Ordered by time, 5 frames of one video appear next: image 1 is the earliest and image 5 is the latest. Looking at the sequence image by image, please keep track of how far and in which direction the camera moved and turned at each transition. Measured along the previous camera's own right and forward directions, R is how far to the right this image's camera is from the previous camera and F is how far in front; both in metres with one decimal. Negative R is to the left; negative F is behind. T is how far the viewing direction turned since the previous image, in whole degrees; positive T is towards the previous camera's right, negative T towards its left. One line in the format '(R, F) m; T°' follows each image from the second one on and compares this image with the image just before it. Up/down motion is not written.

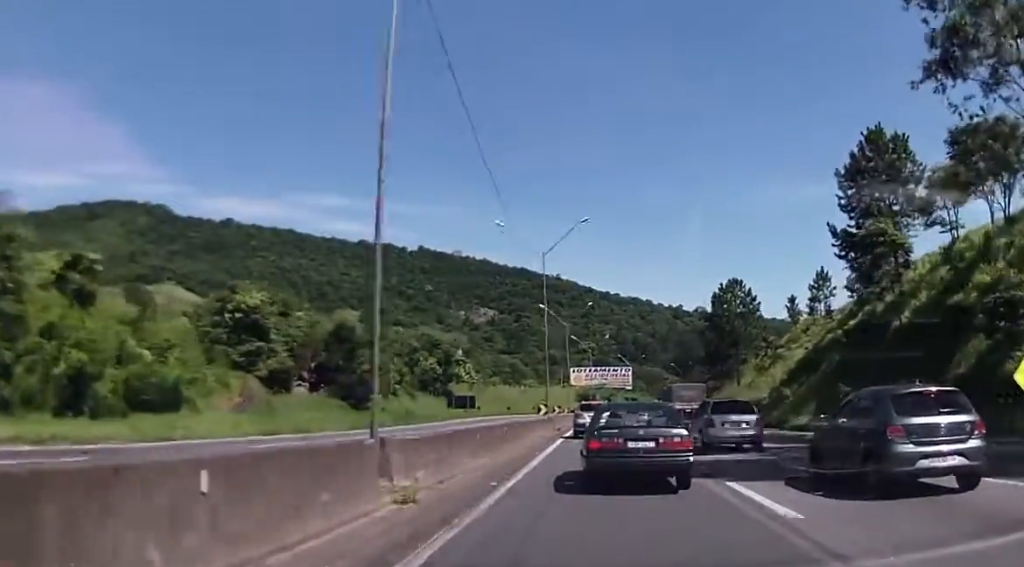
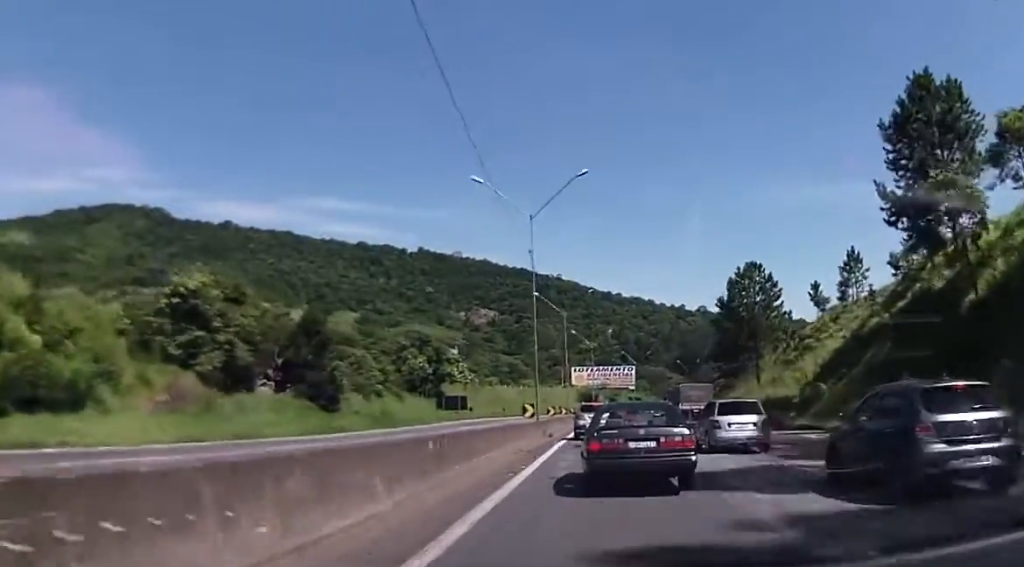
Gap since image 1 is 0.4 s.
(+0.1, +9.3) m; 0°
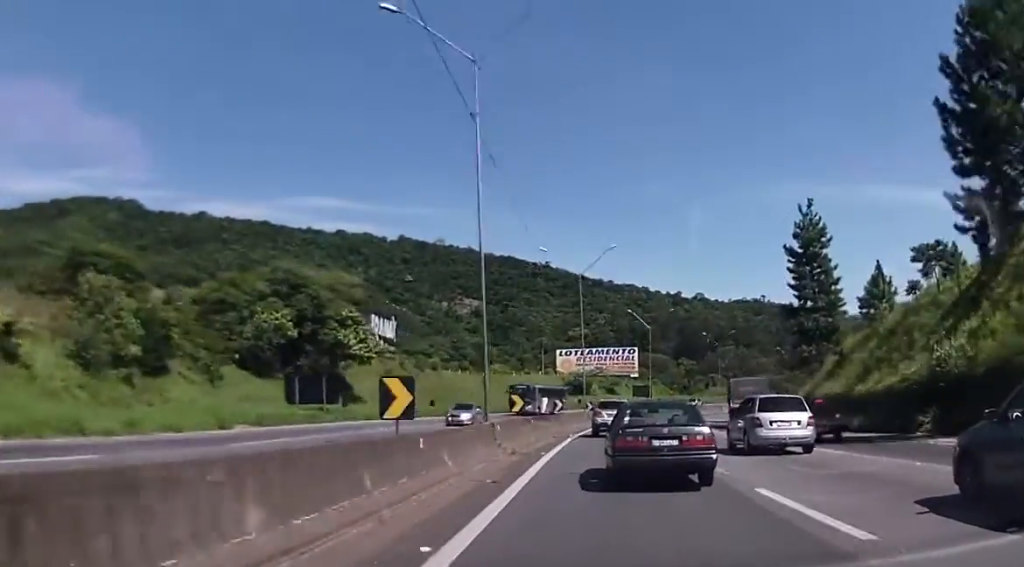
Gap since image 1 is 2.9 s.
(+0.3, +52.5) m; 0°
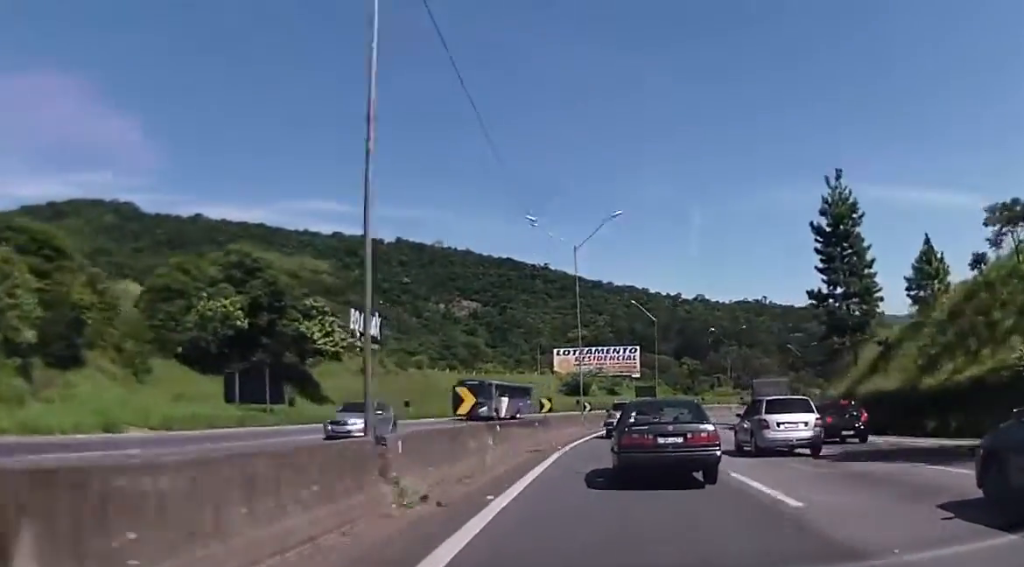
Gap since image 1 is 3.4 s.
(-0.1, +9.9) m; 0°
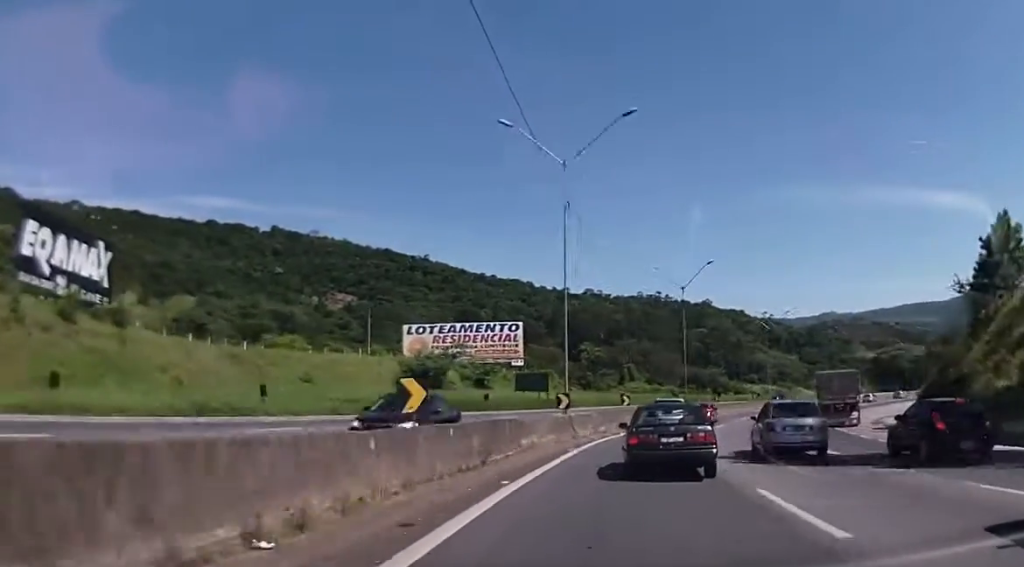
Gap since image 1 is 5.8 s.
(+1.5, +51.3) m; +6°
